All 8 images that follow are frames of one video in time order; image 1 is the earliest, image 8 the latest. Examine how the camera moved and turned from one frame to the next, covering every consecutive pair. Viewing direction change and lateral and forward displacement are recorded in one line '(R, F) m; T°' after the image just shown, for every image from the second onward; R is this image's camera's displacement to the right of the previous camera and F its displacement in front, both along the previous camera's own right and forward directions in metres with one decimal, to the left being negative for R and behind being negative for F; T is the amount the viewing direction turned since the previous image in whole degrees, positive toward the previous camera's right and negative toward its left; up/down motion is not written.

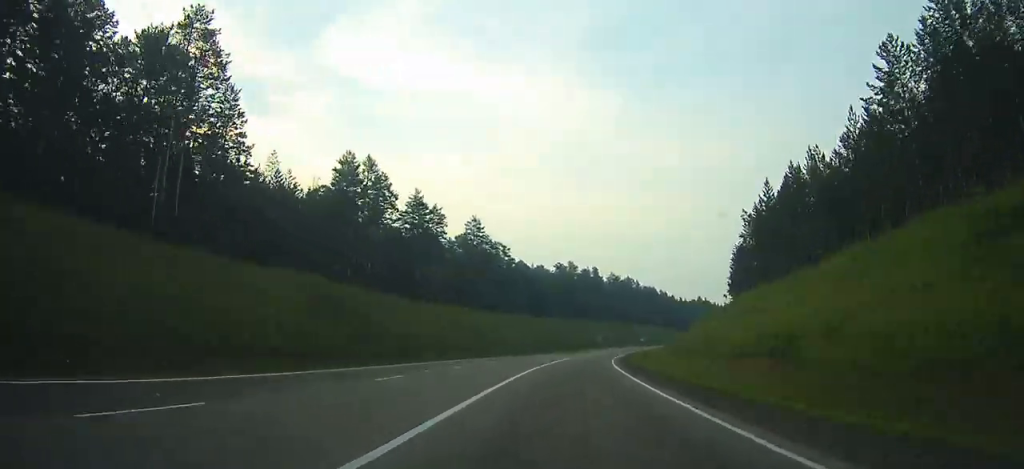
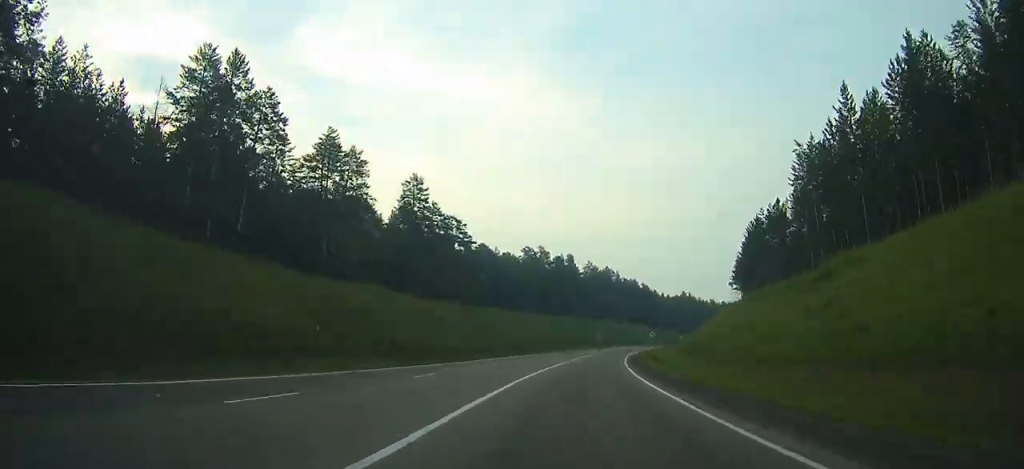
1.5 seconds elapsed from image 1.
(+0.1, +30.3) m; +4°
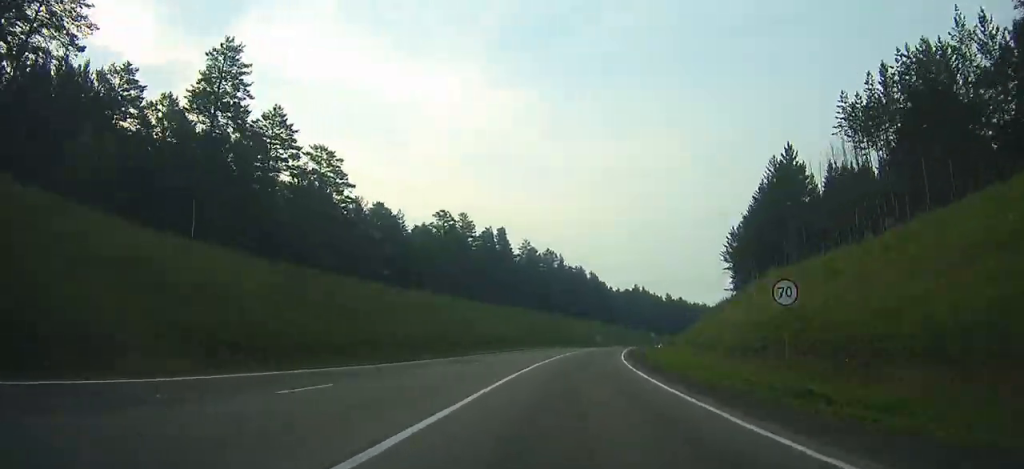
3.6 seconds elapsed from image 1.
(+2.6, +42.4) m; +5°
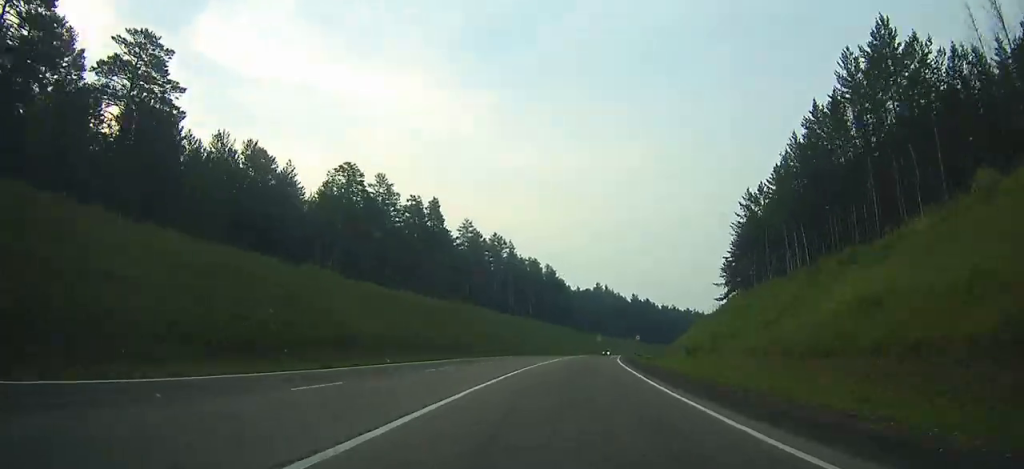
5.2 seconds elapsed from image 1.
(+1.4, +33.6) m; +4°
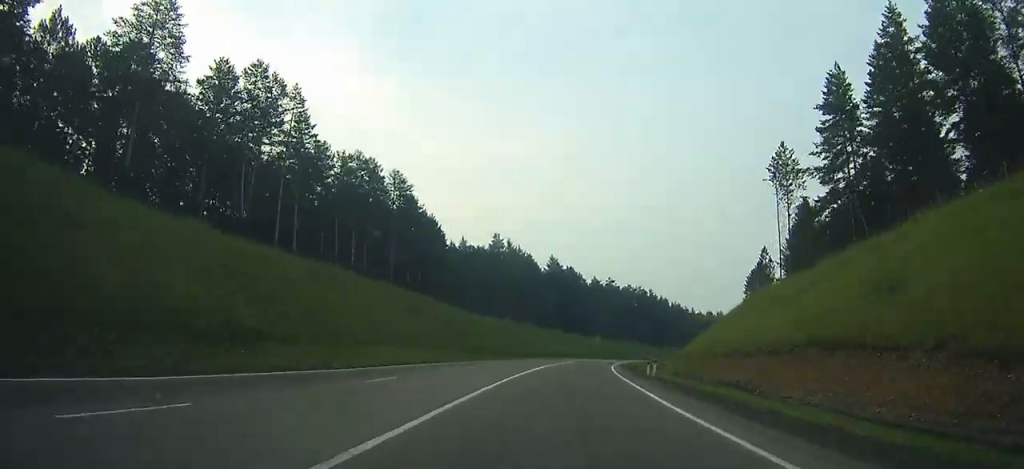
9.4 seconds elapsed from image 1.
(+7.0, +89.5) m; +11°
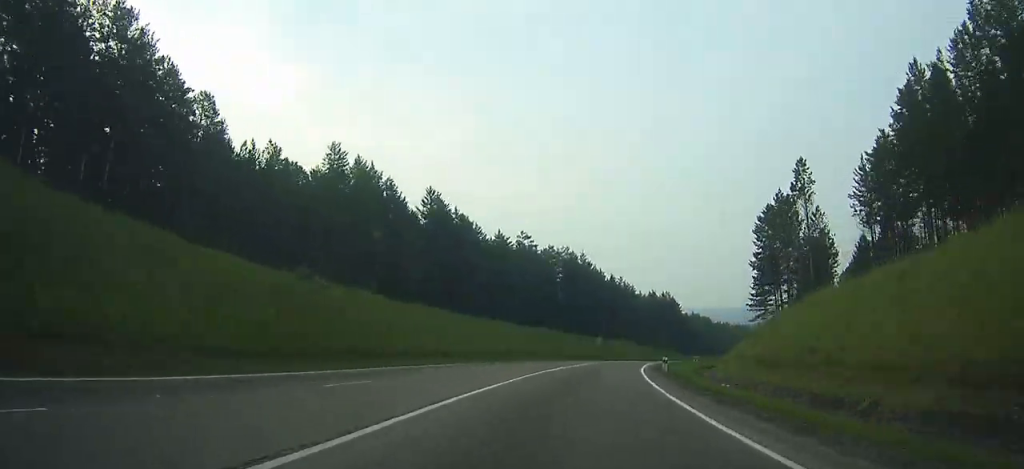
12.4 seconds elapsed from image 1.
(+5.3, +61.8) m; +10°
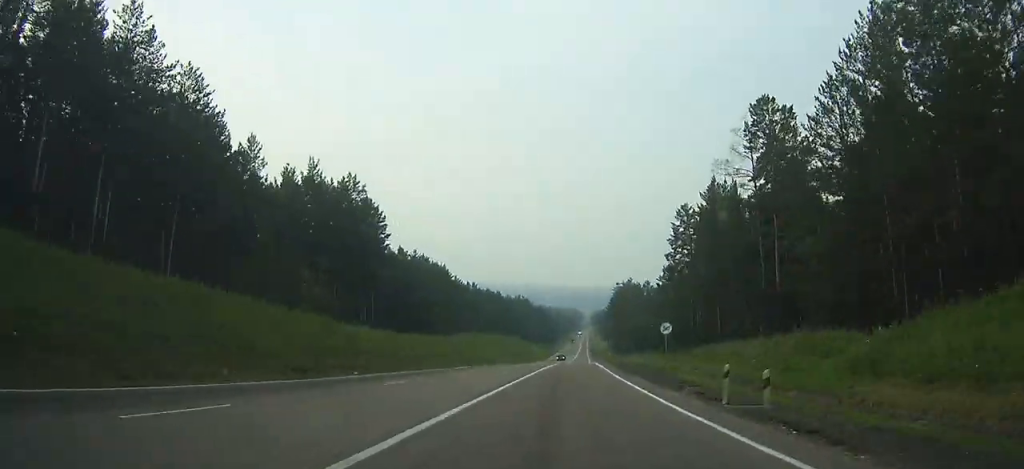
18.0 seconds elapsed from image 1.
(+21.1, +111.3) m; +19°
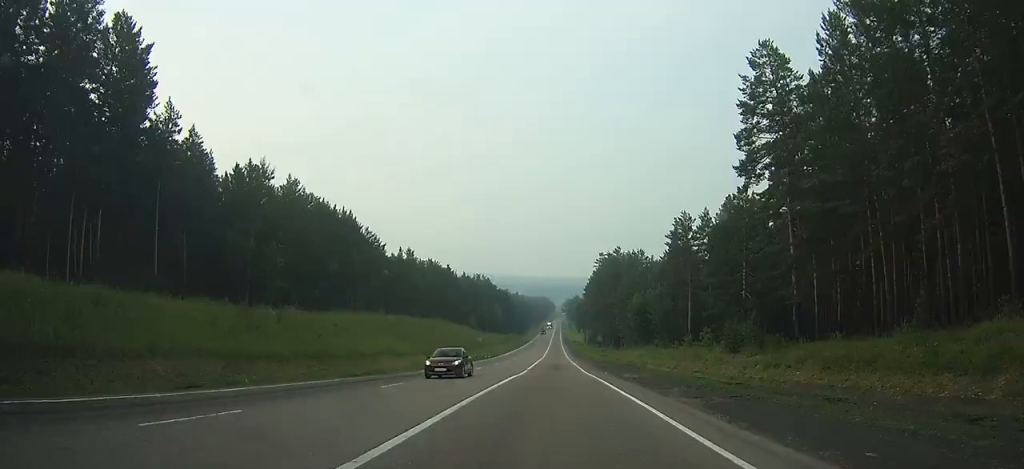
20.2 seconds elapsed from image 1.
(+2.6, +49.0) m; +4°
